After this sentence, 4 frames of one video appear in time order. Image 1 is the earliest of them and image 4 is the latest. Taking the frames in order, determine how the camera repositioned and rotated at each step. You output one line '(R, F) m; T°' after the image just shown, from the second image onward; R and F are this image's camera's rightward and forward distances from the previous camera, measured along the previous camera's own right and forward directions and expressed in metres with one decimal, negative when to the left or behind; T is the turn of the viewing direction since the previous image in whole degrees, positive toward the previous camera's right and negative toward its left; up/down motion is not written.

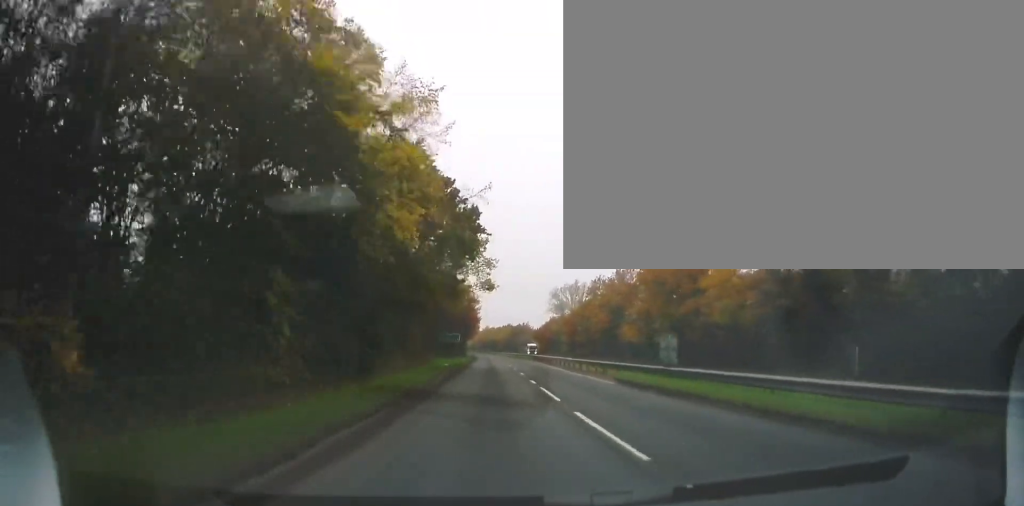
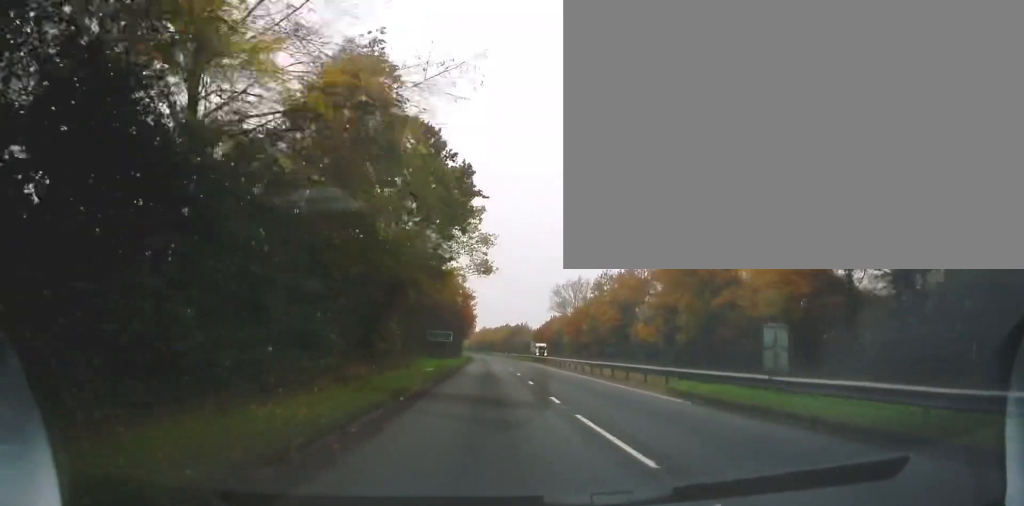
(+0.1, +9.3) m; 0°
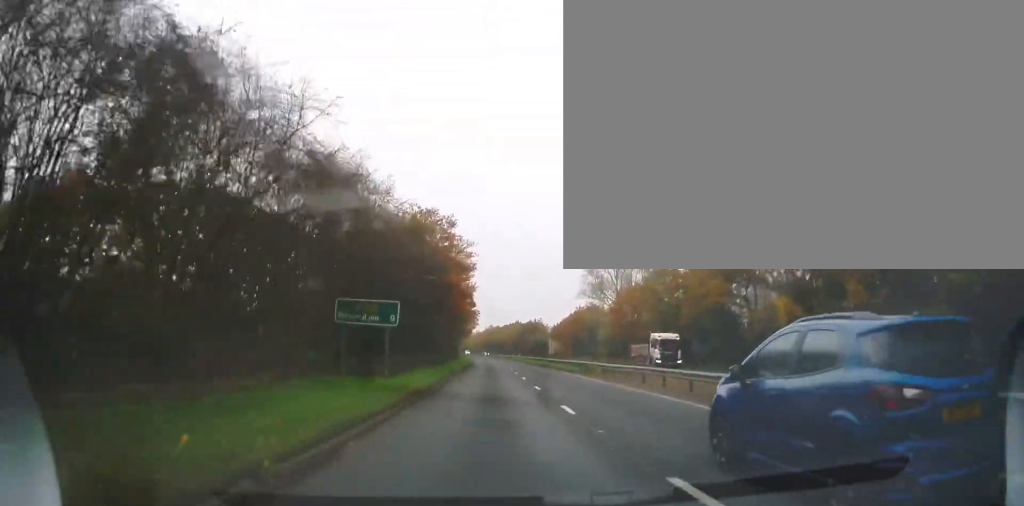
(-0.3, +36.5) m; -1°
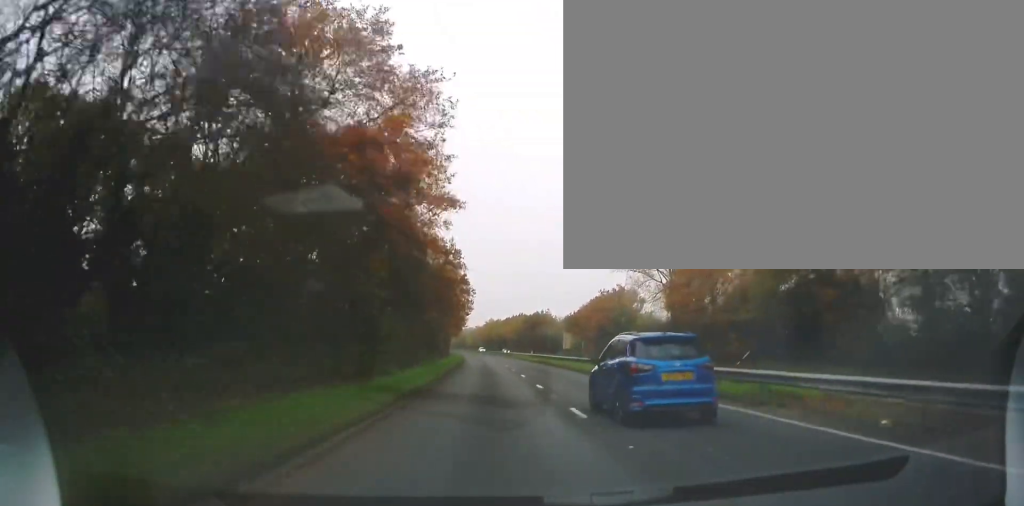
(+0.5, +27.2) m; +1°
